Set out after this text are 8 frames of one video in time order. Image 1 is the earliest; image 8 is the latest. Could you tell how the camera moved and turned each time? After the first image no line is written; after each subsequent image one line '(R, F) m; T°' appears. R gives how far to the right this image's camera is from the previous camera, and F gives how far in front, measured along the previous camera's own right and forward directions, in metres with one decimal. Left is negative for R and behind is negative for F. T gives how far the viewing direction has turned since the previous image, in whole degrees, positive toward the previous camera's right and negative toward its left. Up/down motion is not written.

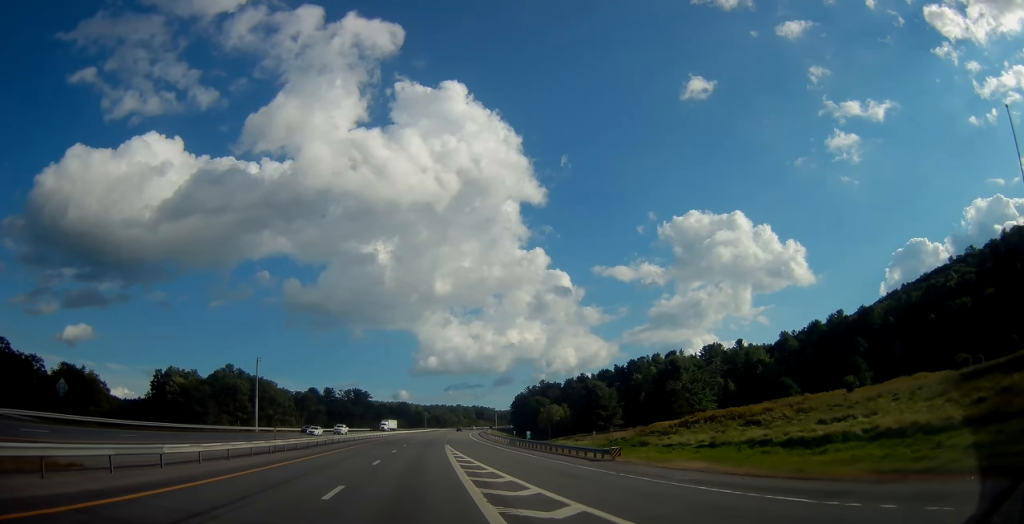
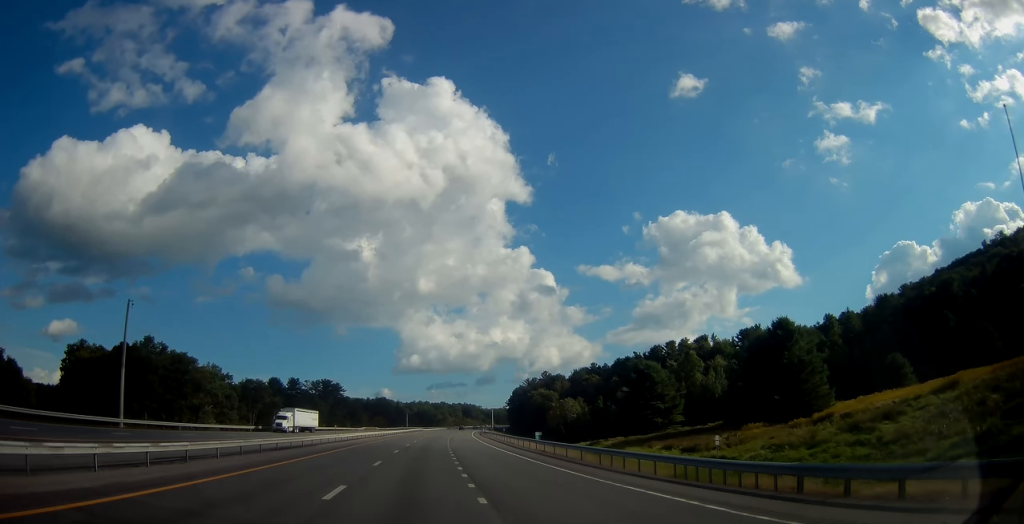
(+0.7, +49.3) m; +2°
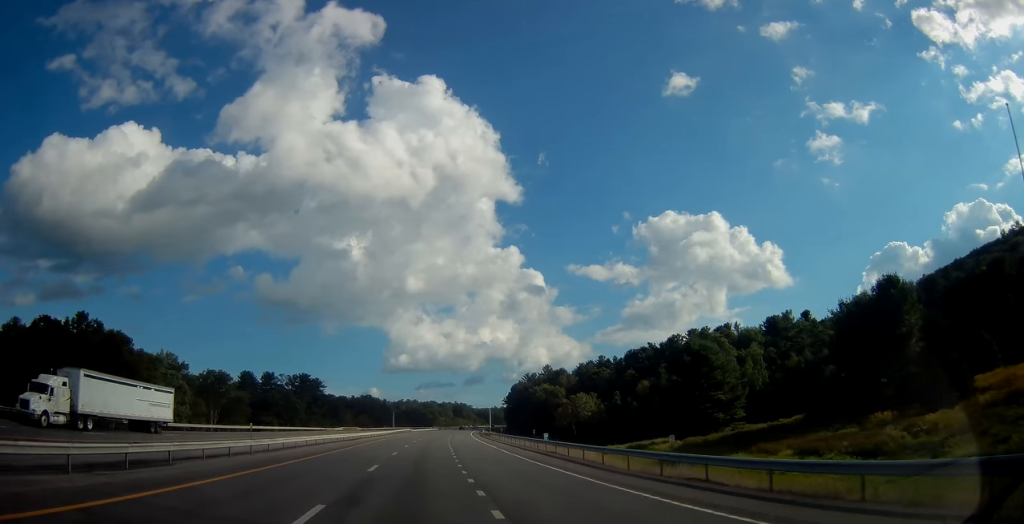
(+0.2, +27.8) m; +1°
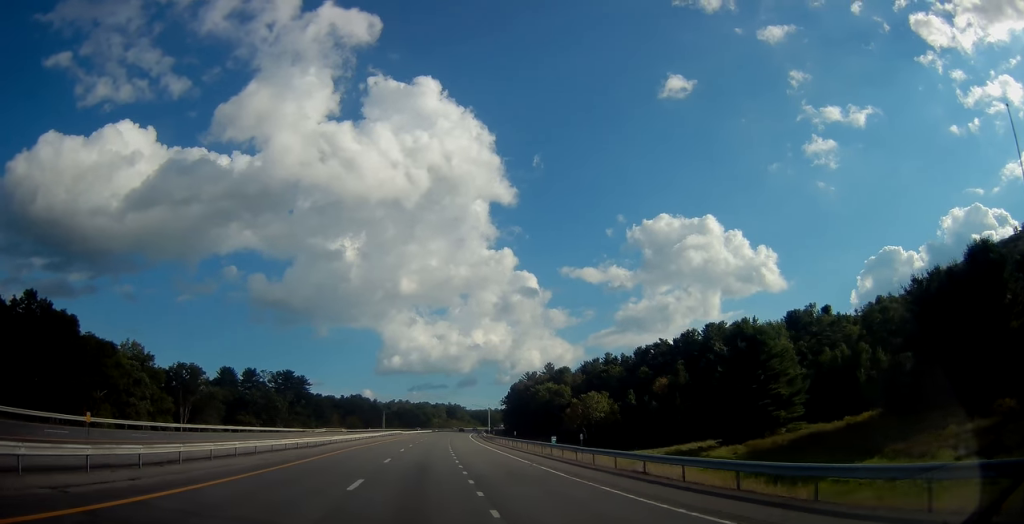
(+0.2, +17.7) m; +1°
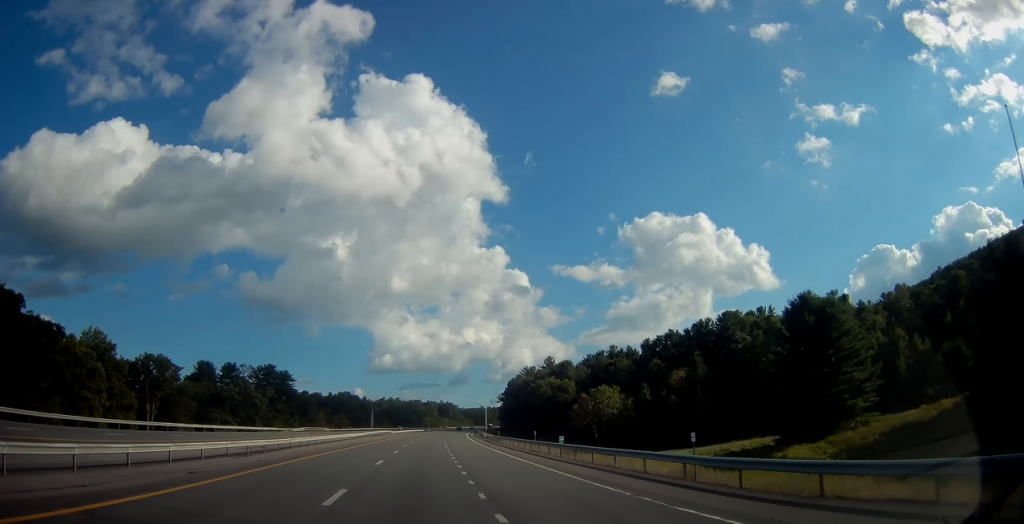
(+0.1, +15.7) m; +1°
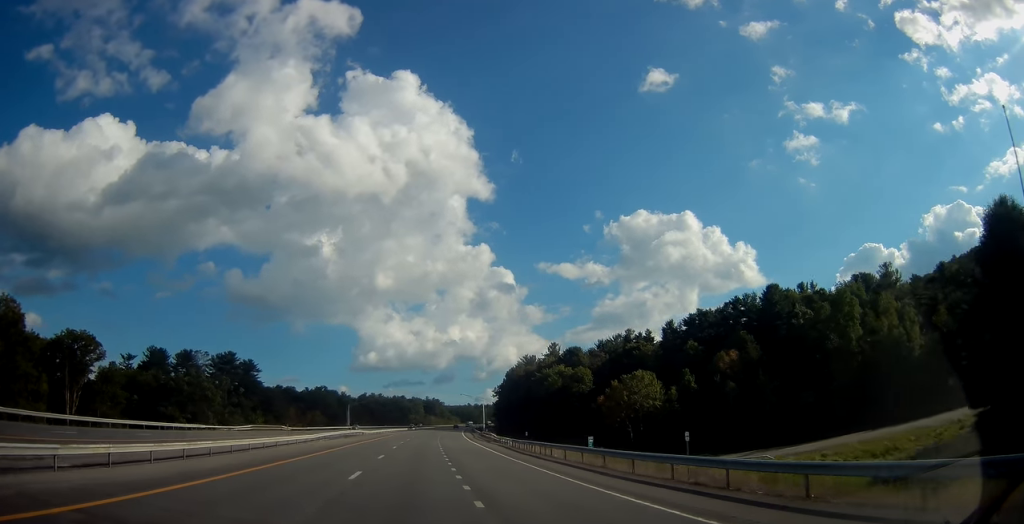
(+0.4, +30.4) m; +2°
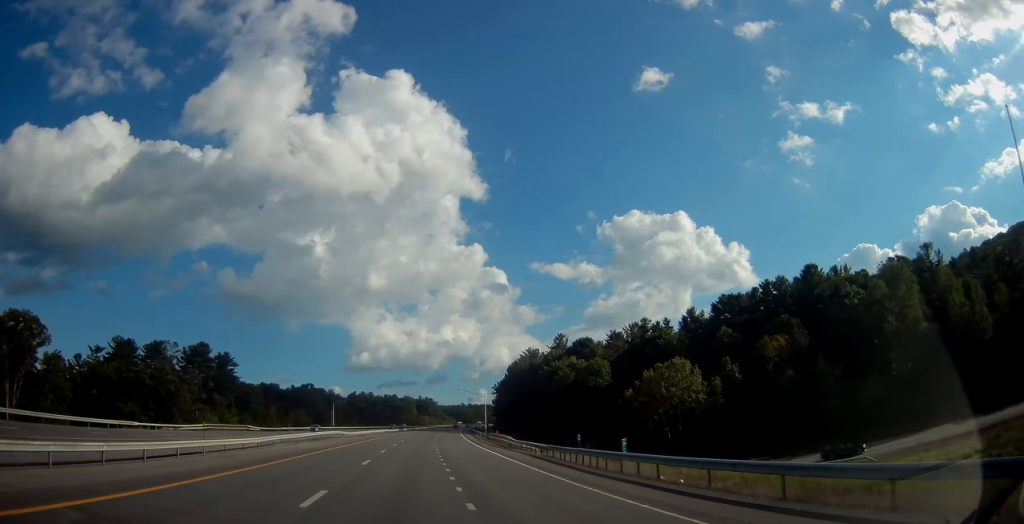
(+0.2, +18.5) m; +1°
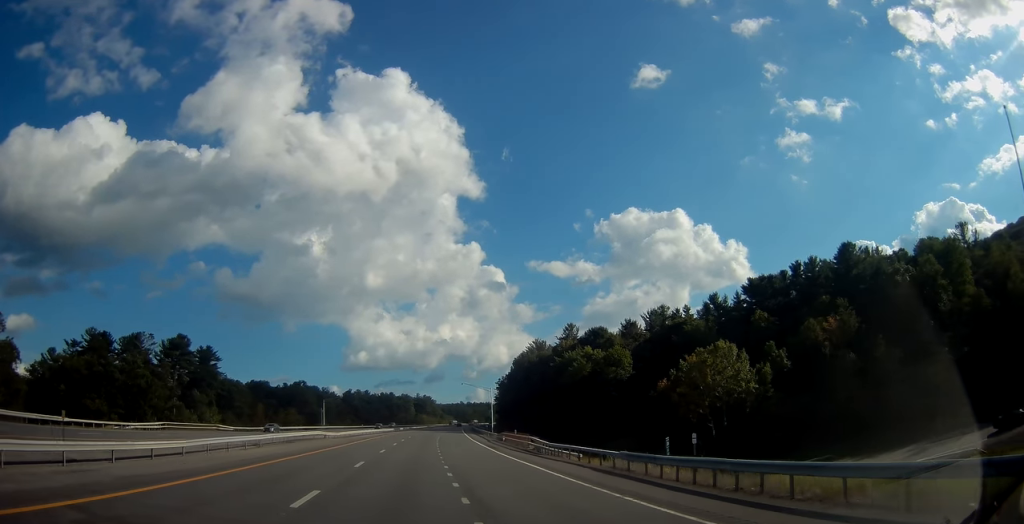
(0.0, +13.9) m; 0°
